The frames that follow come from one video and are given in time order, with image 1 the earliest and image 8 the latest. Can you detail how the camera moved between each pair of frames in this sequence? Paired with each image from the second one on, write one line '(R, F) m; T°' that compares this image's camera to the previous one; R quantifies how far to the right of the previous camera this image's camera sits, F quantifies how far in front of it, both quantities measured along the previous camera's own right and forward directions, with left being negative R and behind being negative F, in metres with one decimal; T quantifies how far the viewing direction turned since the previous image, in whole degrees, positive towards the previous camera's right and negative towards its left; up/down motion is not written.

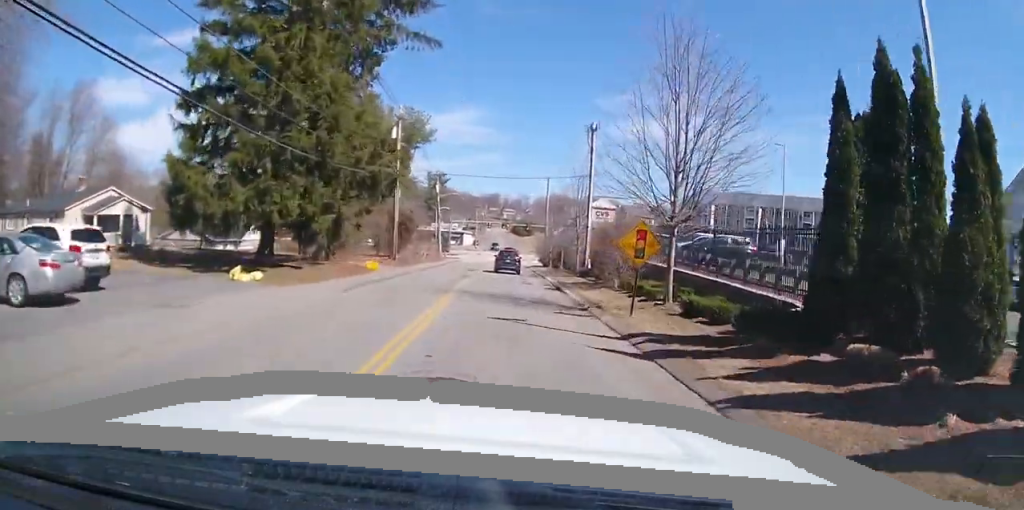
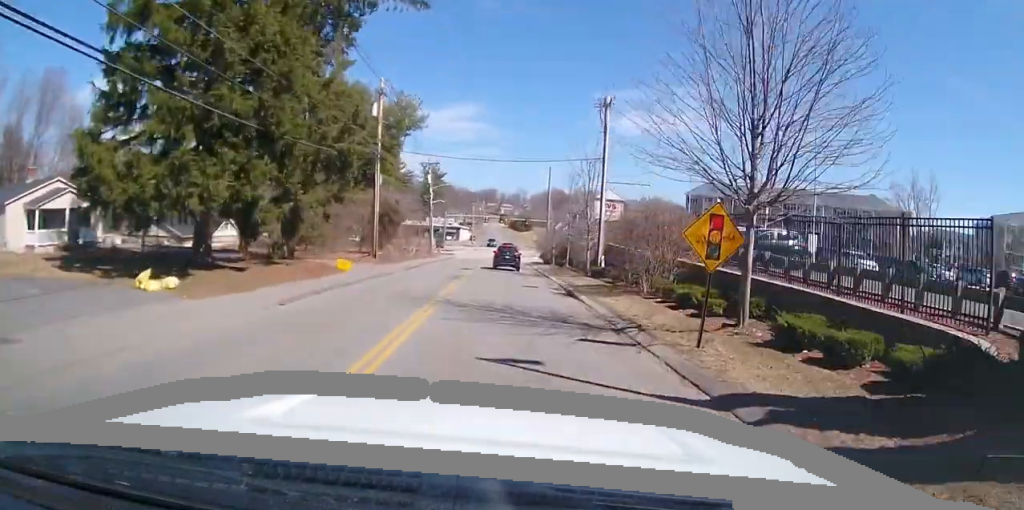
(0.0, +5.3) m; 0°
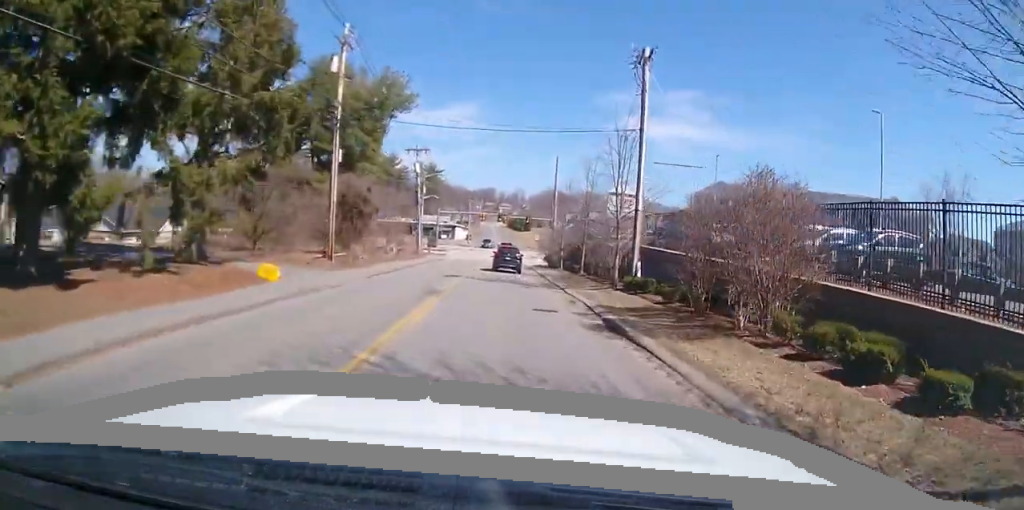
(0.0, +8.1) m; 0°
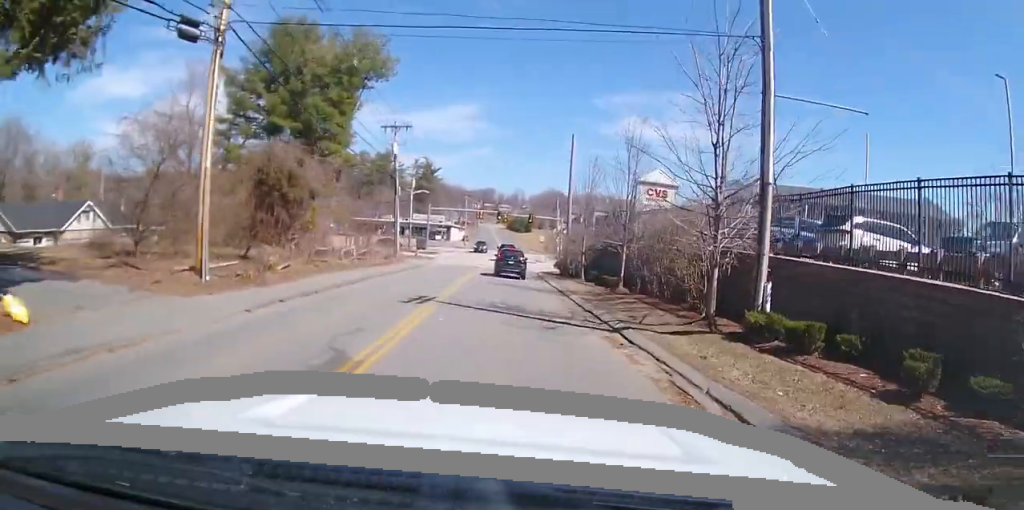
(0.0, +11.2) m; 0°
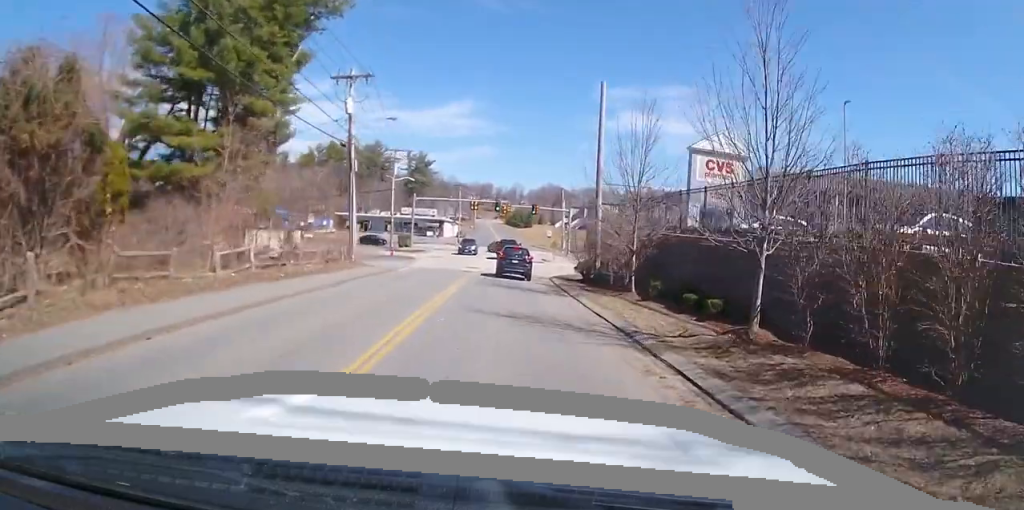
(+0.1, +12.8) m; +2°
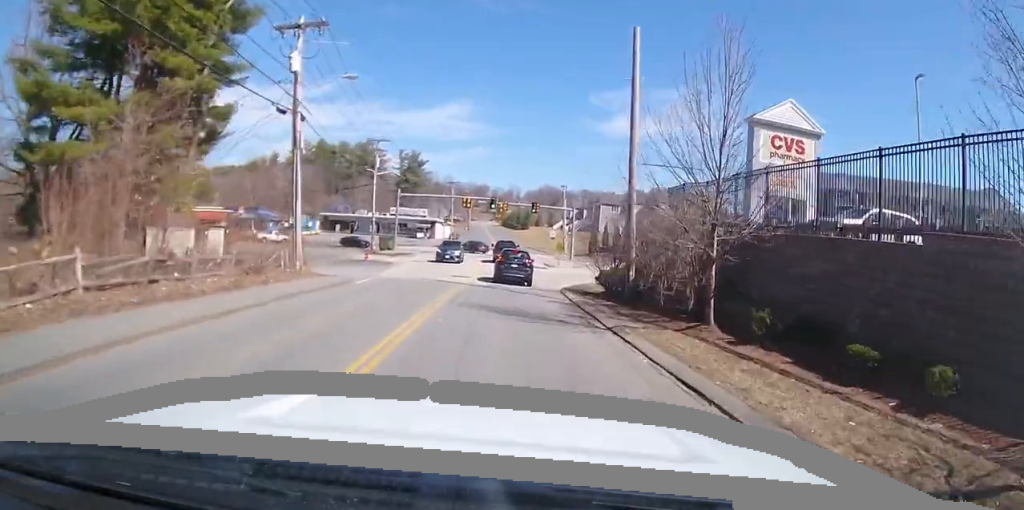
(+0.3, +7.8) m; +1°
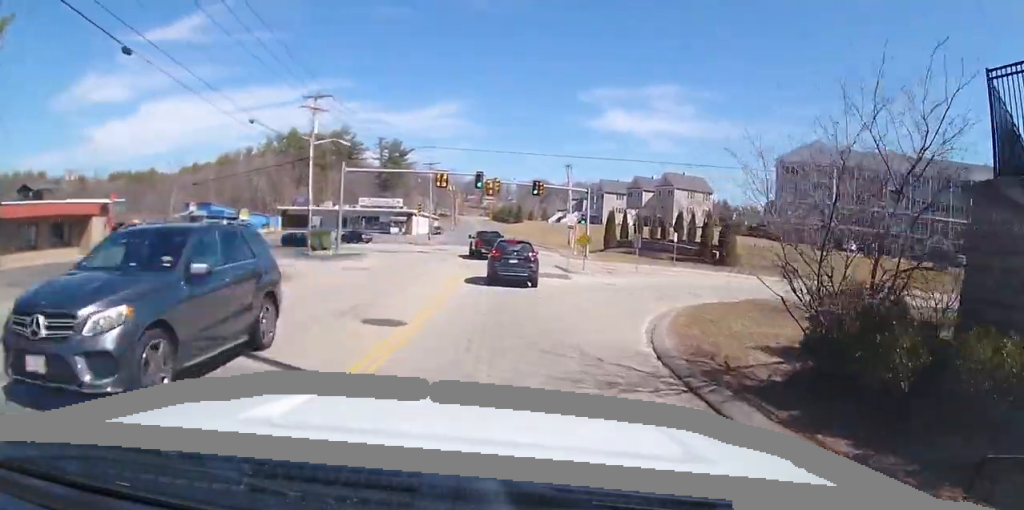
(-0.3, +17.8) m; 0°
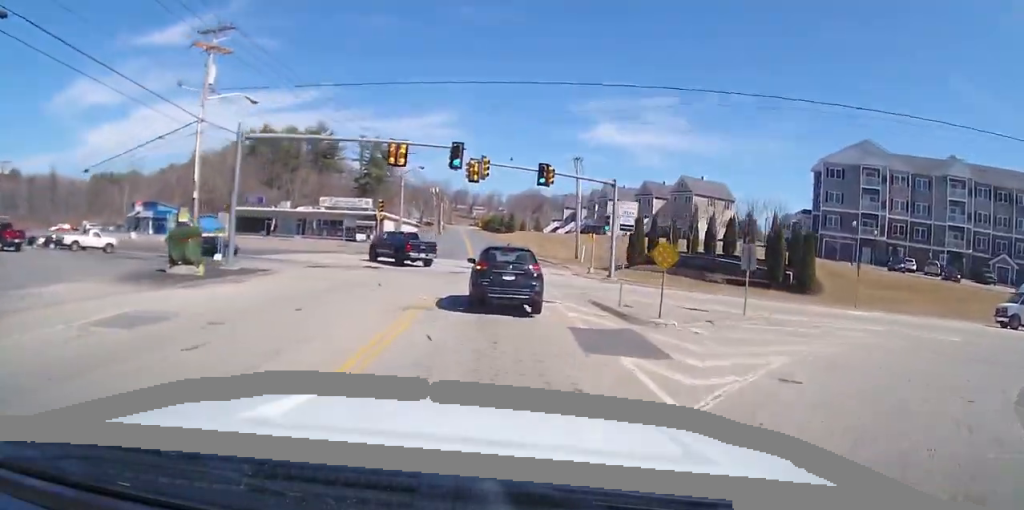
(+0.4, +16.2) m; +2°
